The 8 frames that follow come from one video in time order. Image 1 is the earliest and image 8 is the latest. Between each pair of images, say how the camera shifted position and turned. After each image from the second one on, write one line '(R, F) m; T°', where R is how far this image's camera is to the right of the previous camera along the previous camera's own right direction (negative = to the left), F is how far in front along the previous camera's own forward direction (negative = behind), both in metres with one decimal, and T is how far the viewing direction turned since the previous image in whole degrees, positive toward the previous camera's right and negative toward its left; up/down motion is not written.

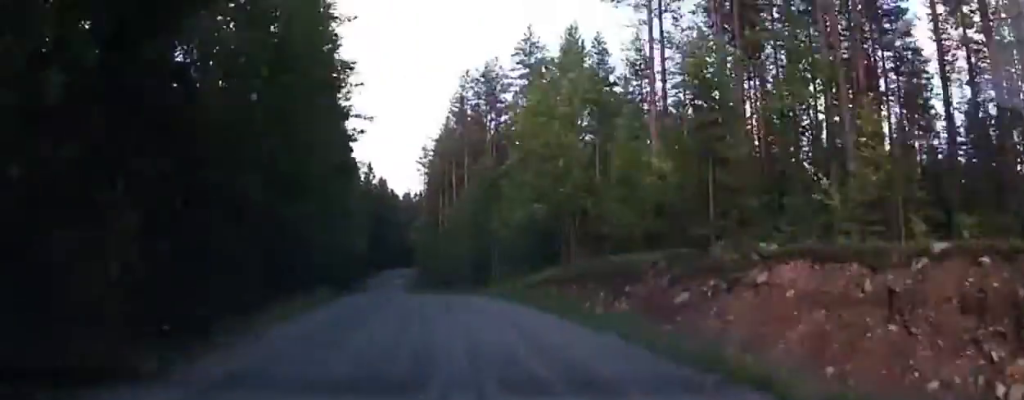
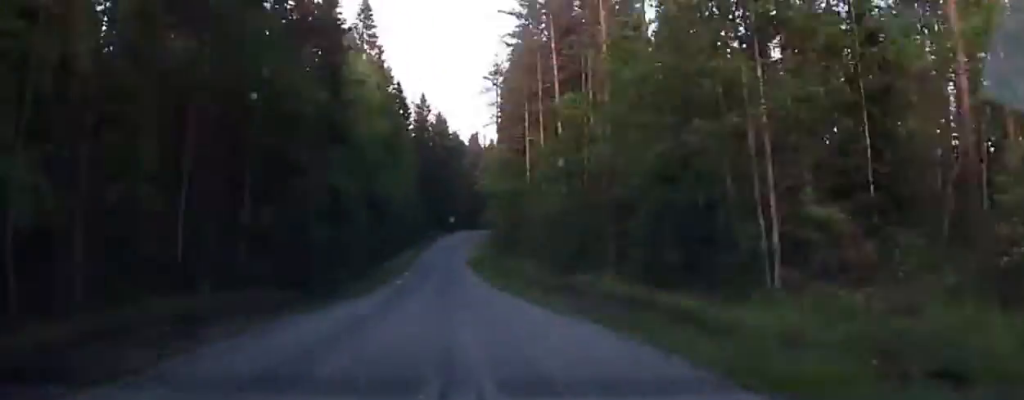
(-6.0, +44.3) m; -2°
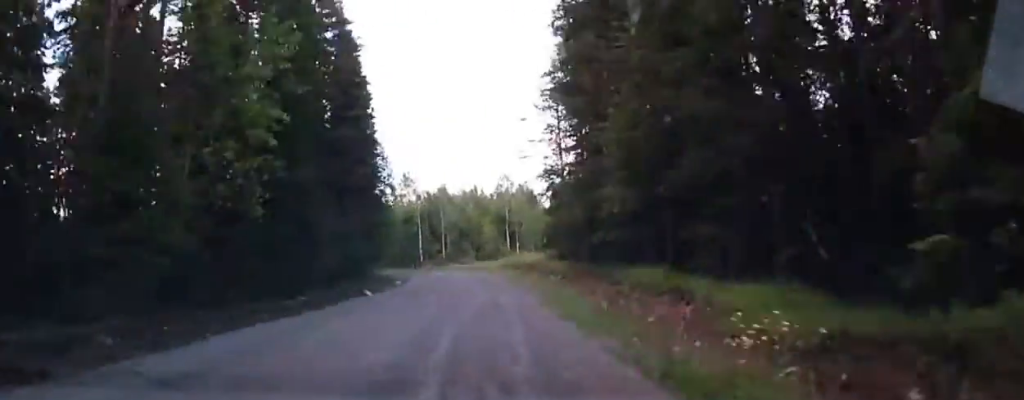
(-1.0, +125.8) m; -1°
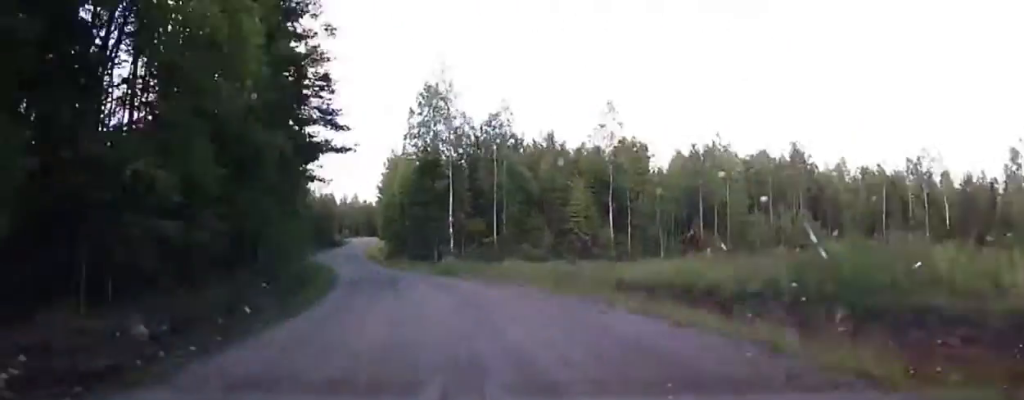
(-1.0, +60.7) m; 0°
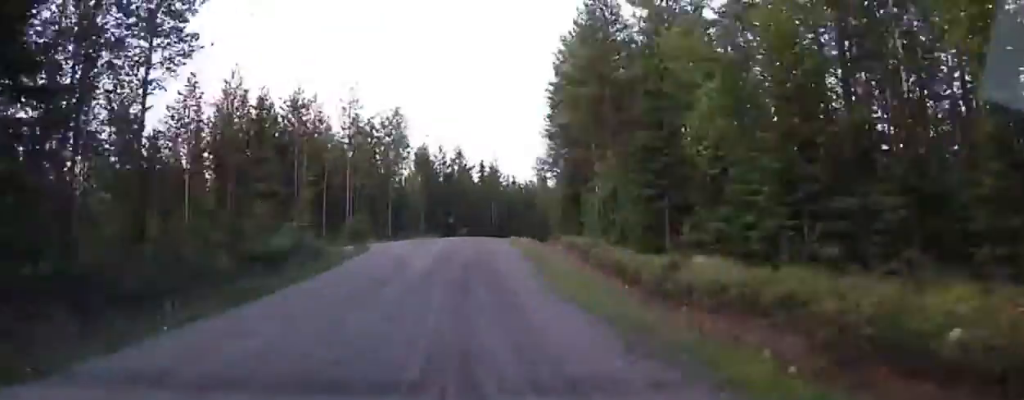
(-1.2, +121.8) m; +10°
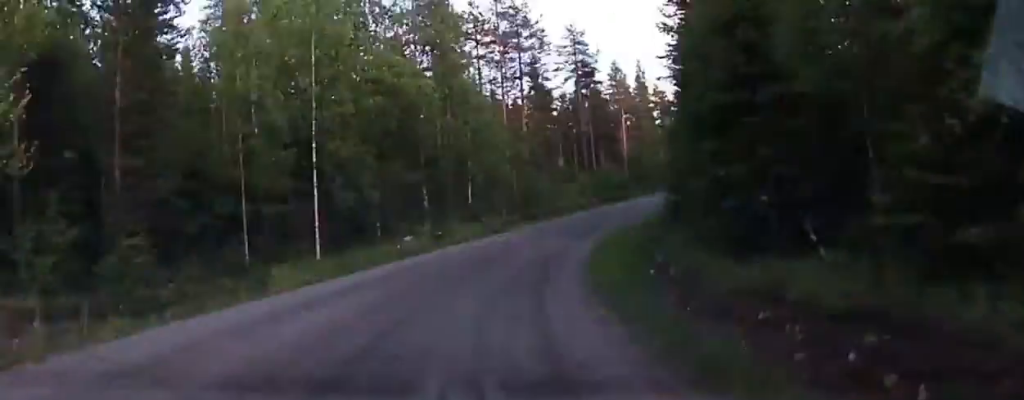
(+20.6, +105.0) m; +28°
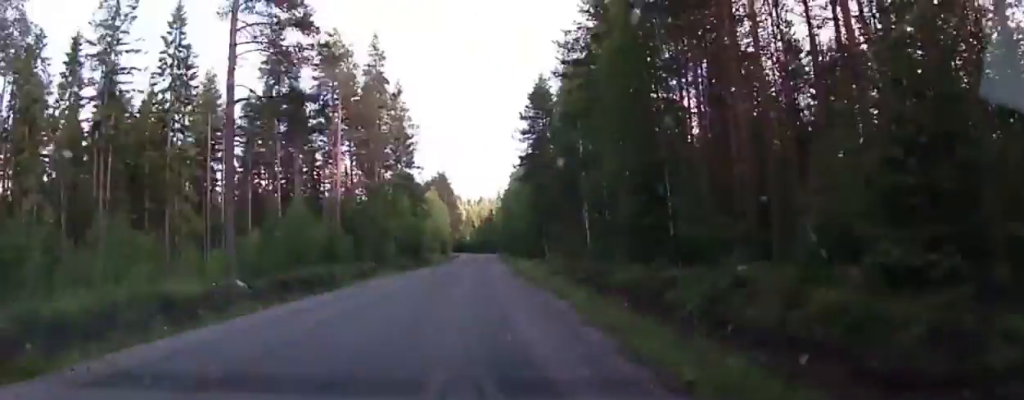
(+5.4, +53.7) m; +13°
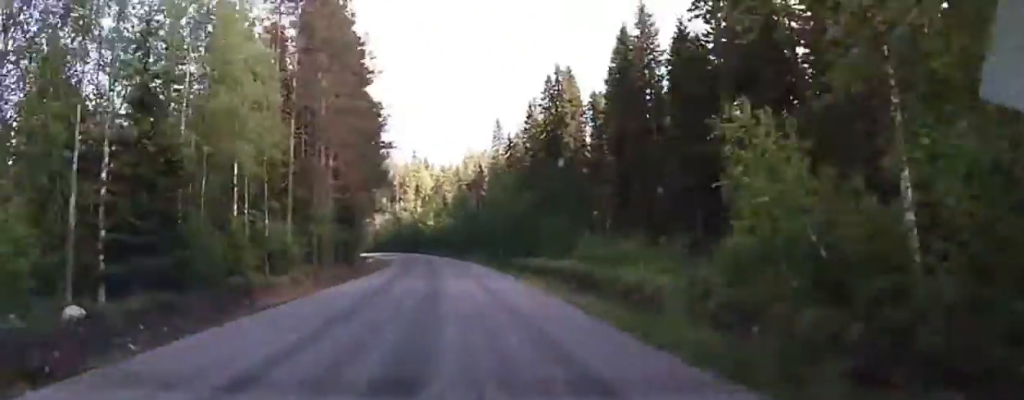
(+22.0, +116.0) m; +7°
